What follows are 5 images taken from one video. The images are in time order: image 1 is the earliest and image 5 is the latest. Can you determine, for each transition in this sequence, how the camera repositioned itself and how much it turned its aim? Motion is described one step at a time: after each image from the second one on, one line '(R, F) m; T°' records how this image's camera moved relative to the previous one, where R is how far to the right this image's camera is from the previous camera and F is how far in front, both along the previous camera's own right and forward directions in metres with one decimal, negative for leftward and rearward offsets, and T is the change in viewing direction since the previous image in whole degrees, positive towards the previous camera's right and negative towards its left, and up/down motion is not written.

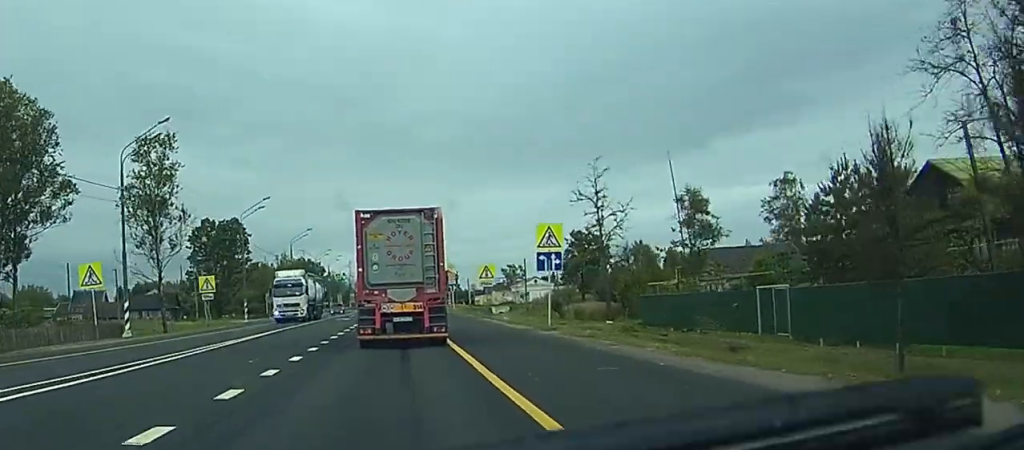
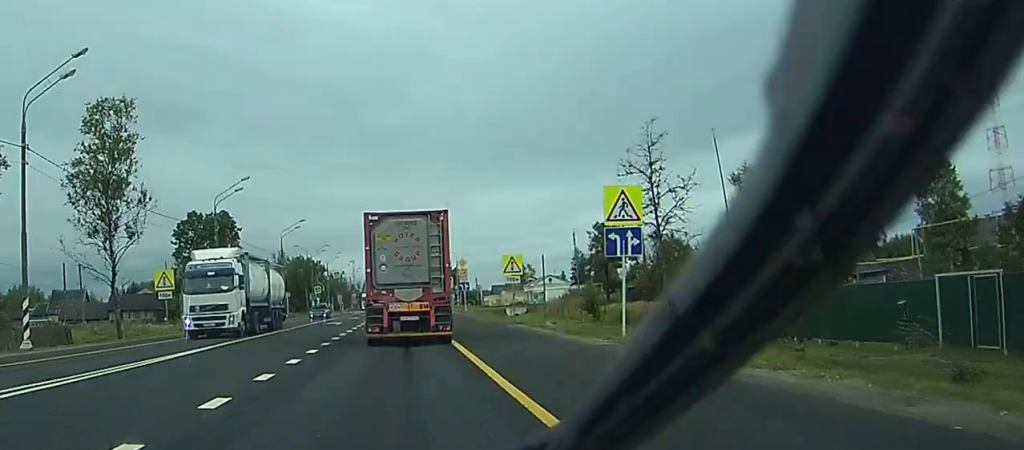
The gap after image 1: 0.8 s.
(-0.2, +13.3) m; -1°
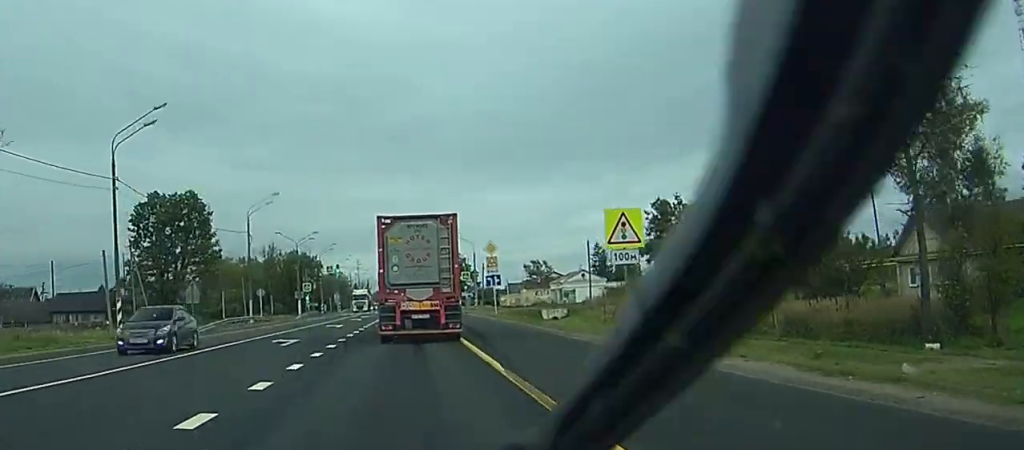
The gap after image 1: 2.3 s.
(-0.1, +25.6) m; 0°
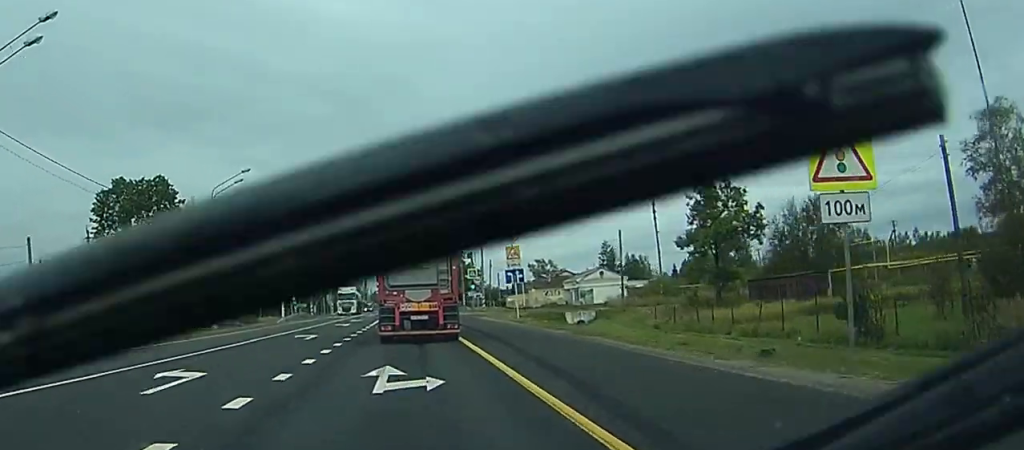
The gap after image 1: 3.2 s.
(0.0, +14.1) m; 0°
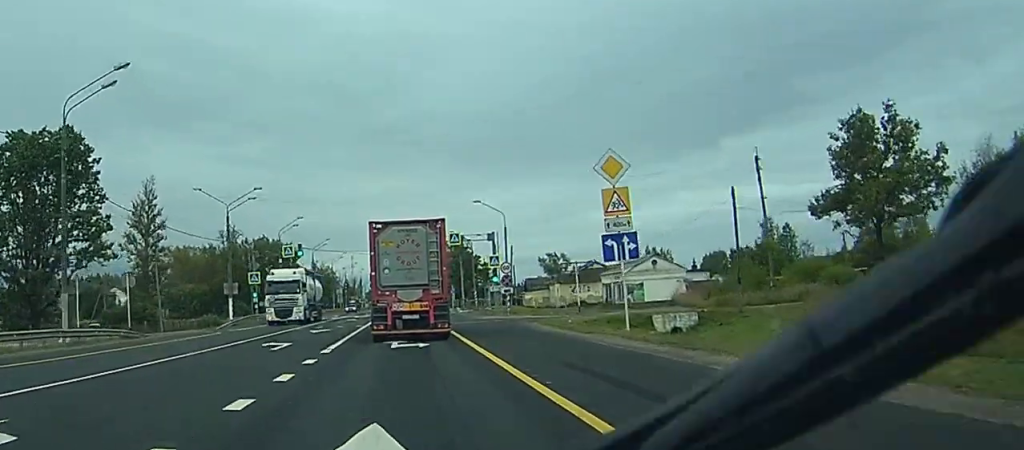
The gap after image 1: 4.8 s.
(-0.2, +28.1) m; 0°
